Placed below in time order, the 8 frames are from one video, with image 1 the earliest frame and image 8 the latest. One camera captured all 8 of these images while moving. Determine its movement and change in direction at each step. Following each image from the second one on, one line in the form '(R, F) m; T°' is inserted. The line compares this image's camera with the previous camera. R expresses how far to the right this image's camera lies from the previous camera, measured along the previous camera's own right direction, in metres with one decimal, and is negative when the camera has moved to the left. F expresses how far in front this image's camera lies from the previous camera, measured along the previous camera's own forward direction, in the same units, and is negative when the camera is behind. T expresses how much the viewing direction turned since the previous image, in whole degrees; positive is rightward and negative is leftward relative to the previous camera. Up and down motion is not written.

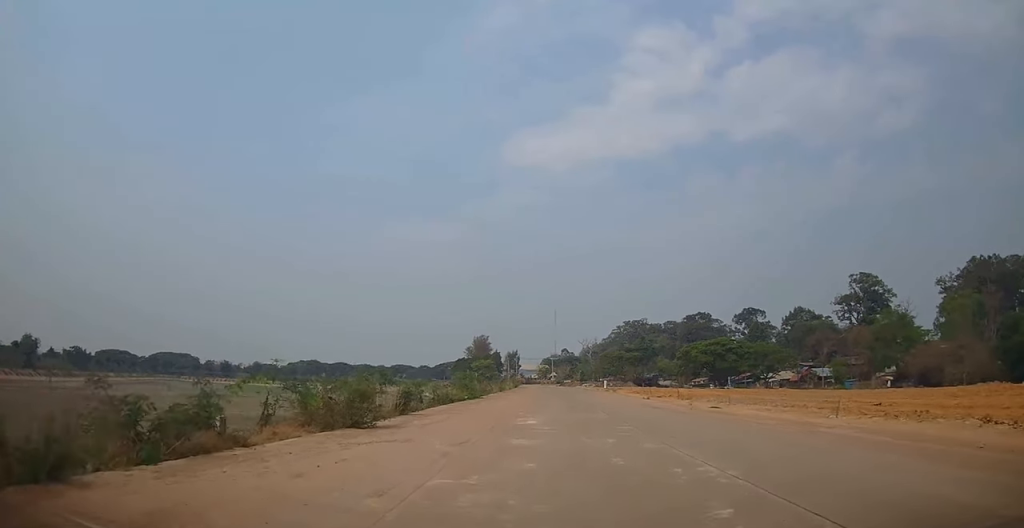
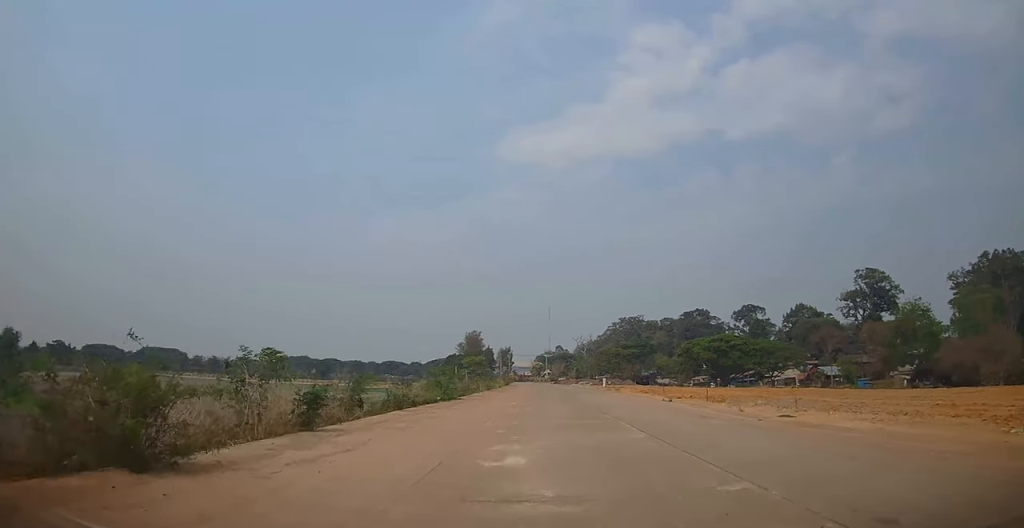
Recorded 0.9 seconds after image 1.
(0.0, +8.4) m; +1°
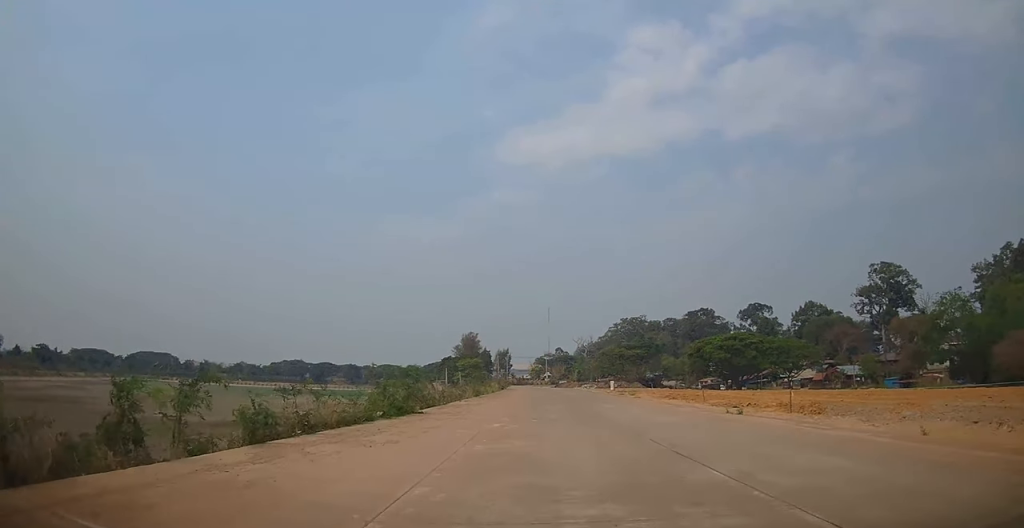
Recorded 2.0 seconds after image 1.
(+0.3, +11.1) m; 0°
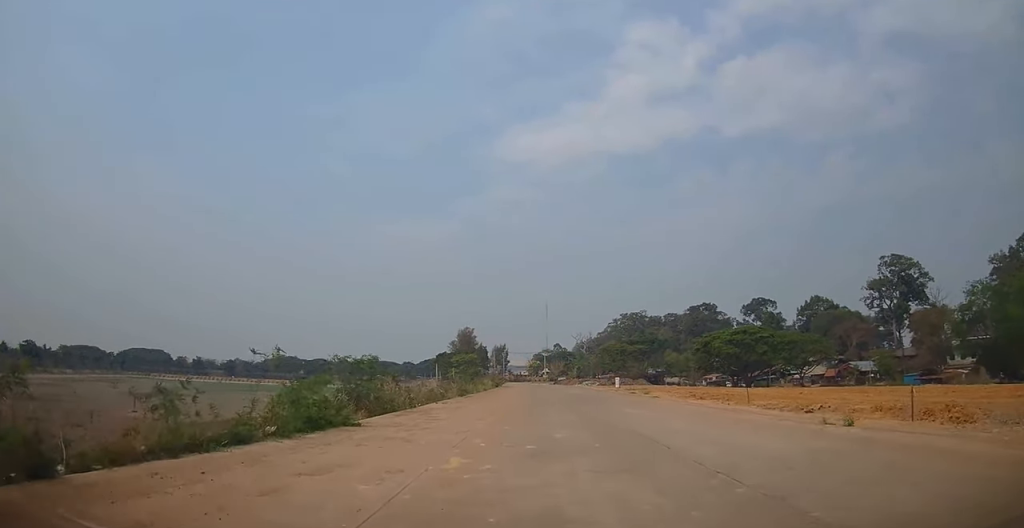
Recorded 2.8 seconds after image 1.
(-0.1, +7.8) m; -2°
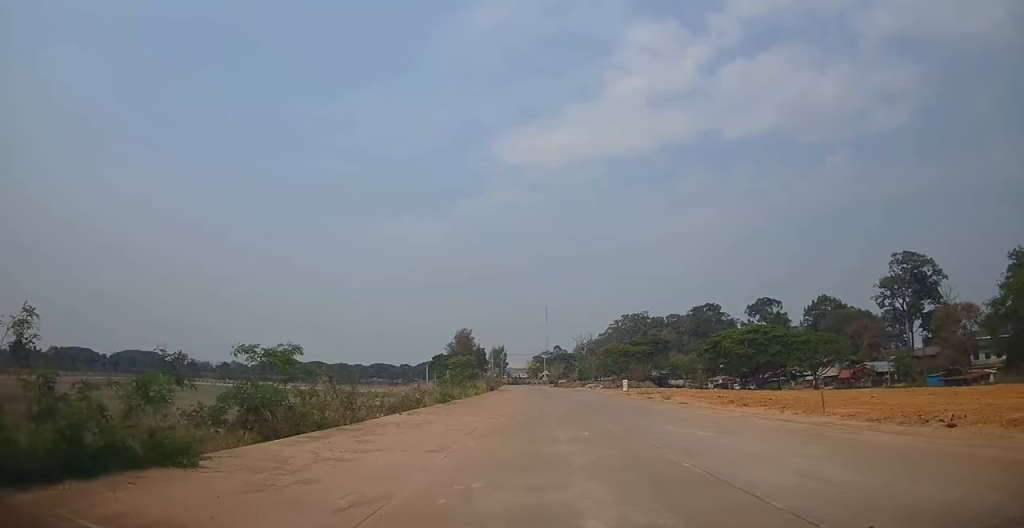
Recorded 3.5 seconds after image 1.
(-0.4, +7.3) m; 0°
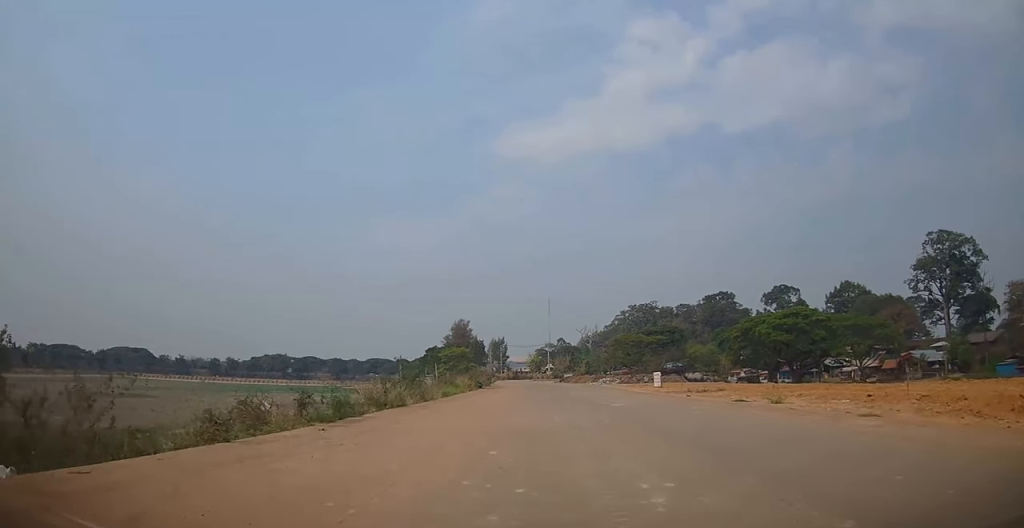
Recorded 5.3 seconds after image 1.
(+0.7, +17.7) m; 0°
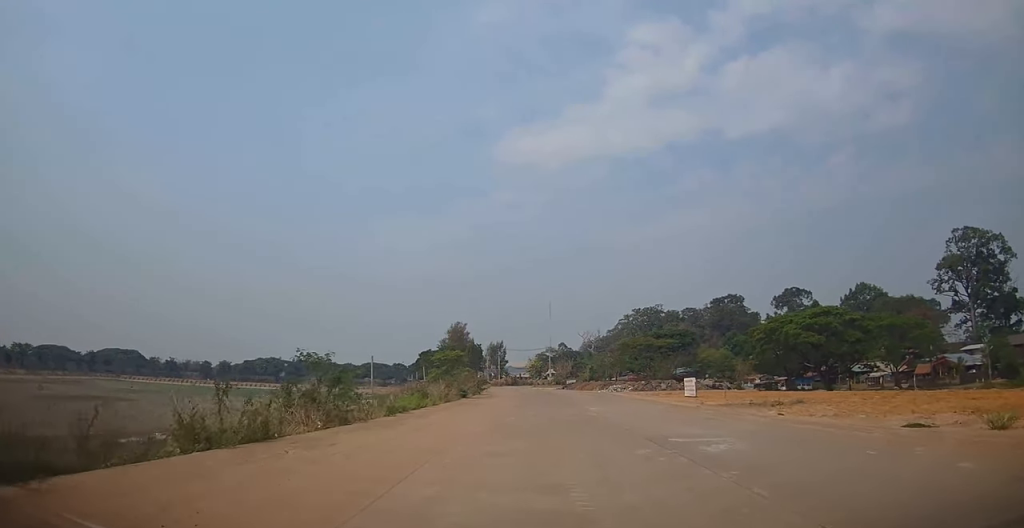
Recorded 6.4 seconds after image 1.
(-0.2, +11.3) m; +1°
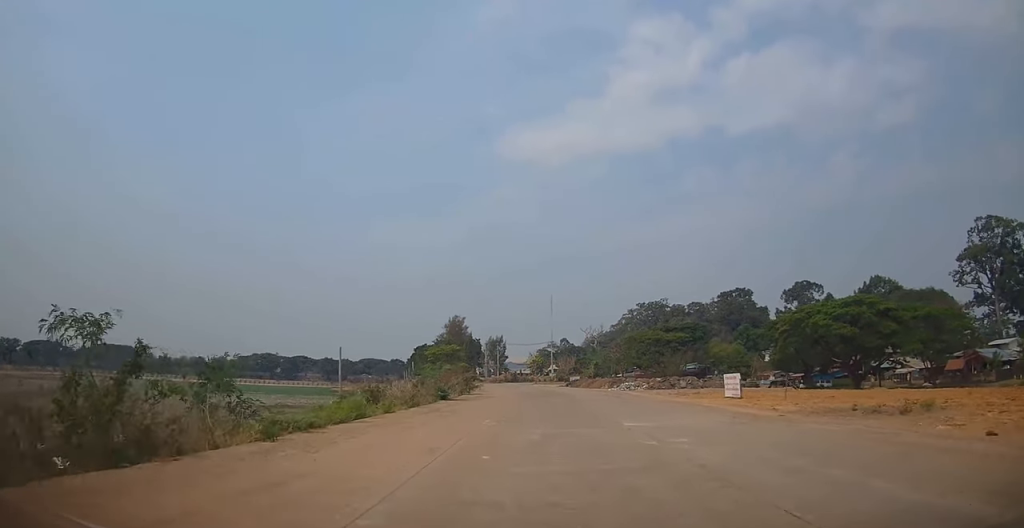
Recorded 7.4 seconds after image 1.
(+0.3, +9.3) m; +2°
